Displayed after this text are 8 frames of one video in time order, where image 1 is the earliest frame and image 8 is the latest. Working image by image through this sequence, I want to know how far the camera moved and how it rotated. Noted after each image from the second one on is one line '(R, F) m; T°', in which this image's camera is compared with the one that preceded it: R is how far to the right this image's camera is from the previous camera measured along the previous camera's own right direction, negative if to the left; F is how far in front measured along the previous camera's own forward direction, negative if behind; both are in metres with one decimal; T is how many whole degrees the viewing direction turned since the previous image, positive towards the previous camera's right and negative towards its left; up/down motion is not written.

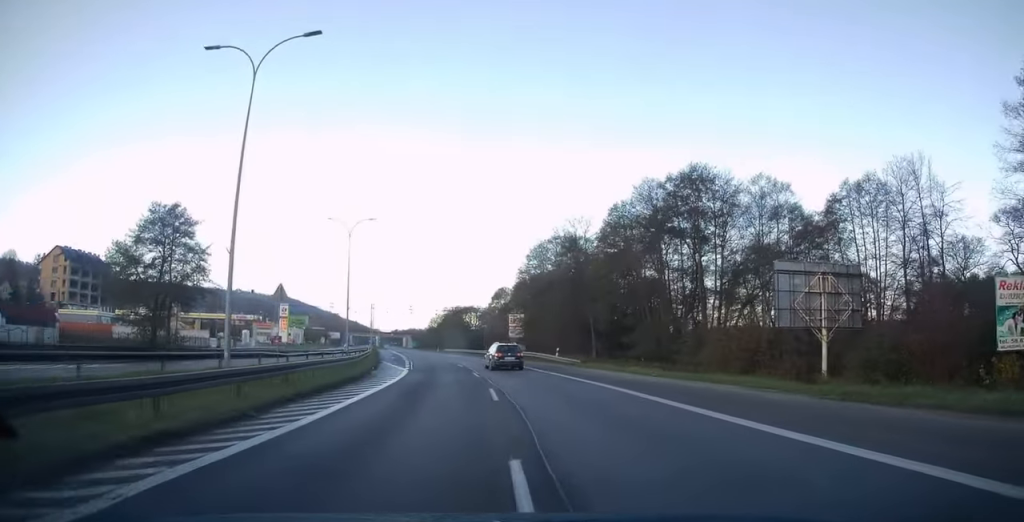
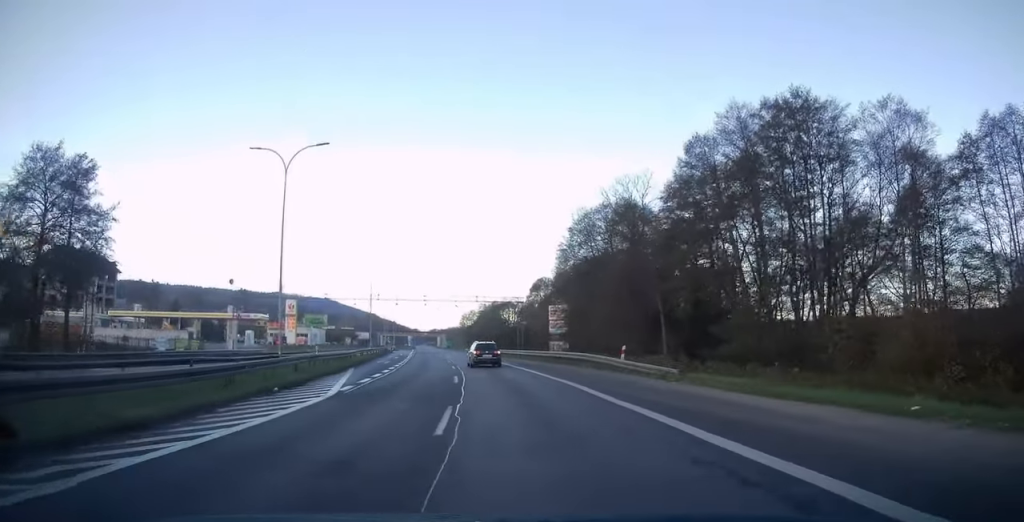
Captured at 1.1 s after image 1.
(-0.2, +17.8) m; -2°
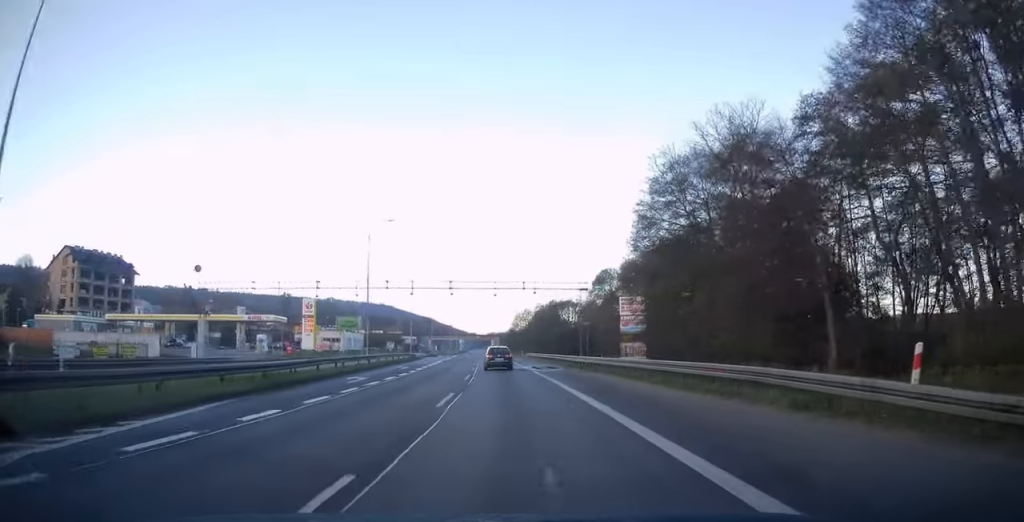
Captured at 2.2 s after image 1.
(-0.6, +19.5) m; -4°
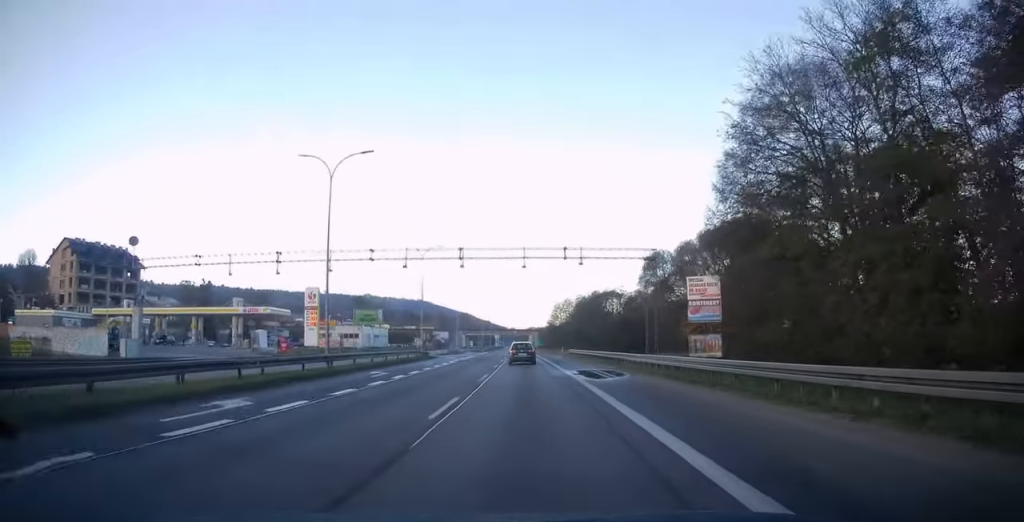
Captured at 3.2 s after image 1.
(-0.6, +15.3) m; -4°
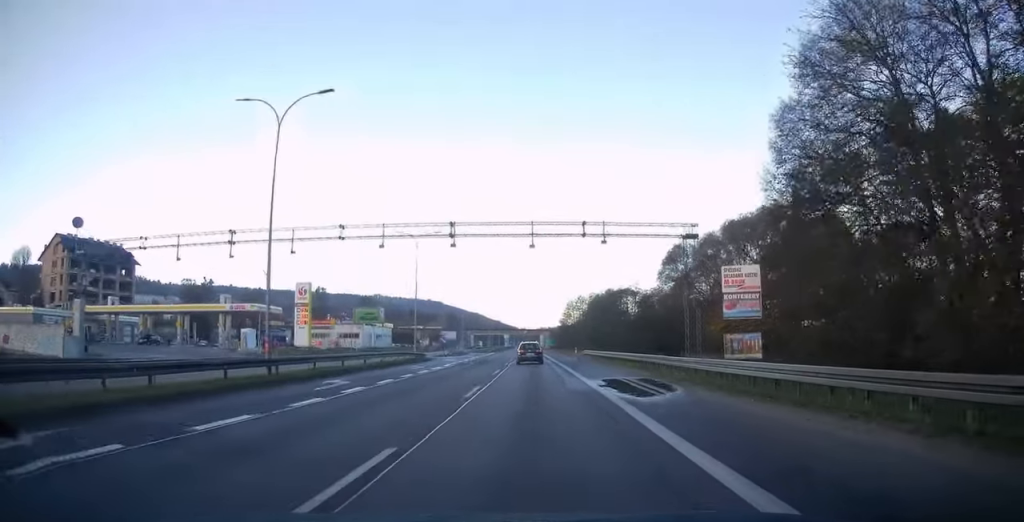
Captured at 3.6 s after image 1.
(-0.1, +7.5) m; -2°
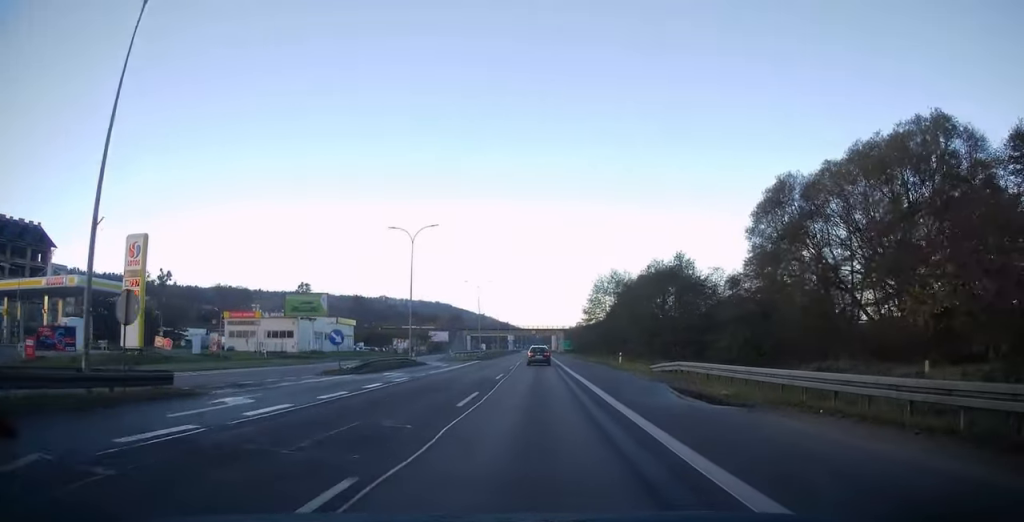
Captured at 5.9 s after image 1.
(-1.2, +38.3) m; -2°
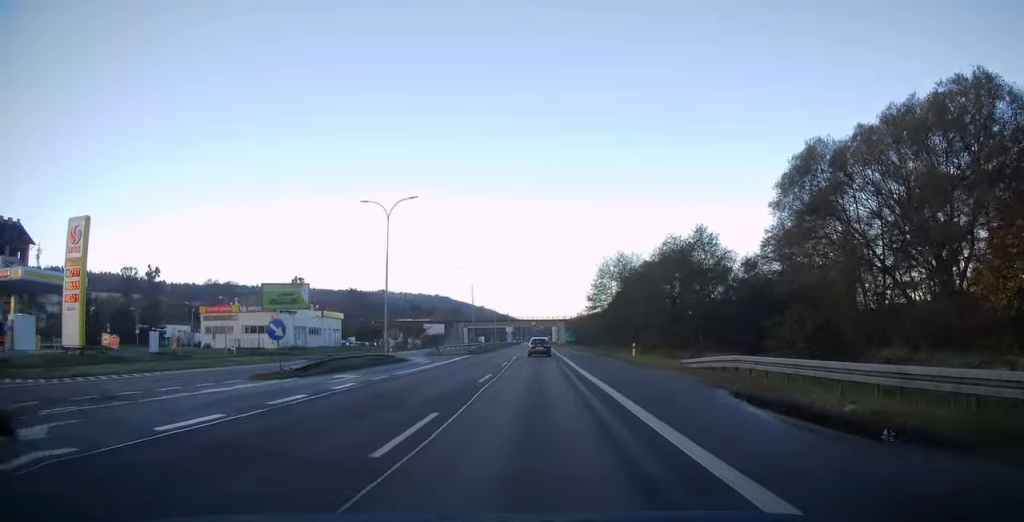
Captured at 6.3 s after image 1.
(0.0, +7.0) m; 0°
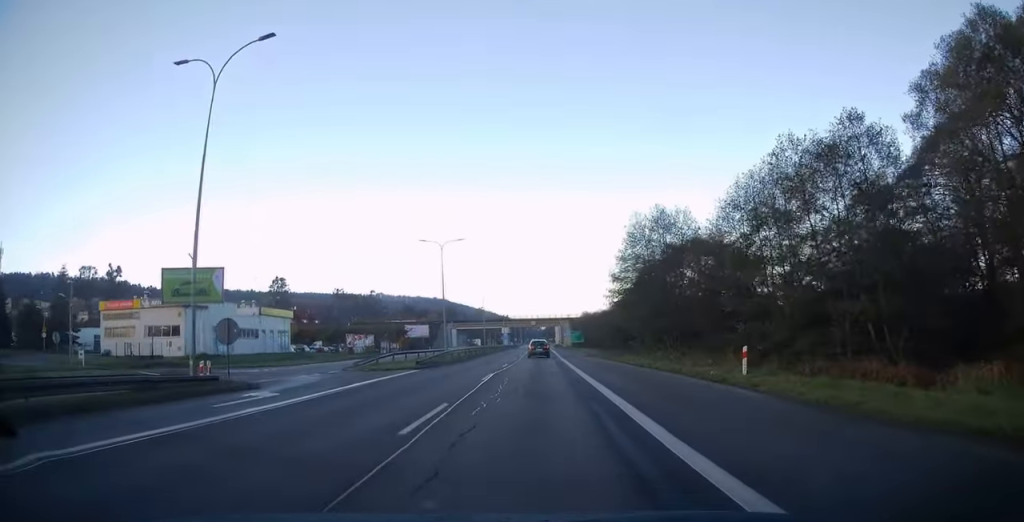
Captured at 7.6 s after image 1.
(0.0, +22.4) m; 0°
